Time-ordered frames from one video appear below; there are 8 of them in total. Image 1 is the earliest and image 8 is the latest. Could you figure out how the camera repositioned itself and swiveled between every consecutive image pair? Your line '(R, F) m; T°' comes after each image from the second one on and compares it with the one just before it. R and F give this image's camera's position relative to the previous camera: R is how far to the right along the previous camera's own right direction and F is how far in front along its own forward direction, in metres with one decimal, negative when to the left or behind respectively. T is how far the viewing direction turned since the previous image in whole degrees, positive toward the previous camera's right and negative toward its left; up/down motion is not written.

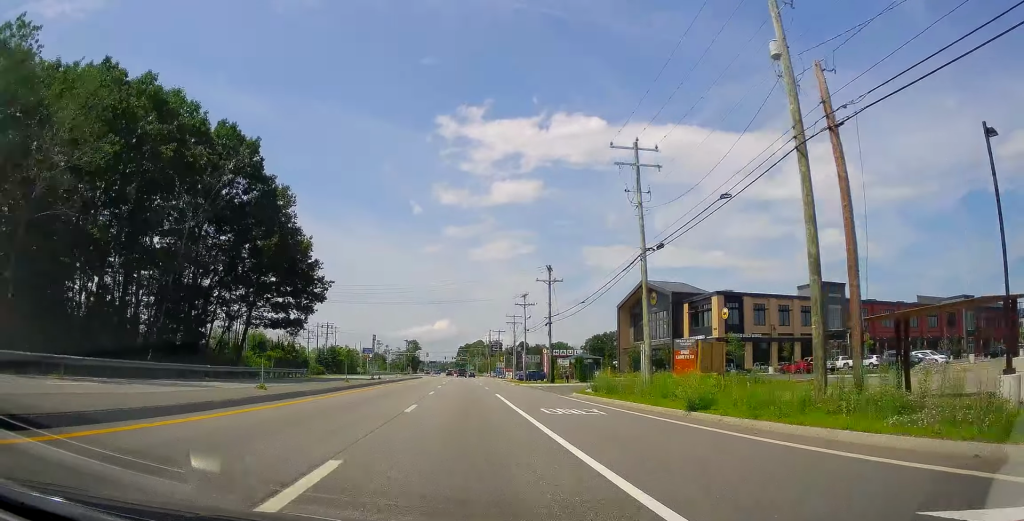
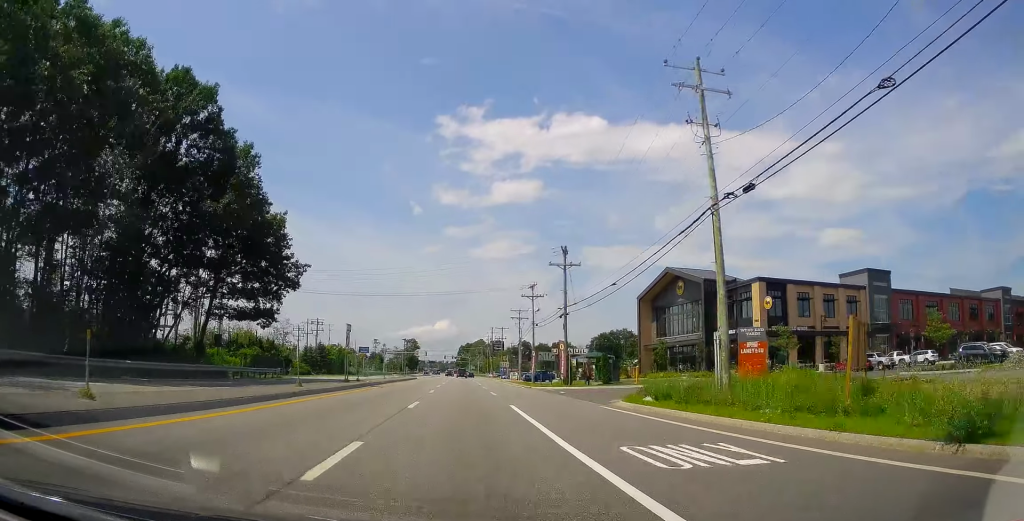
(0.0, +10.9) m; -1°
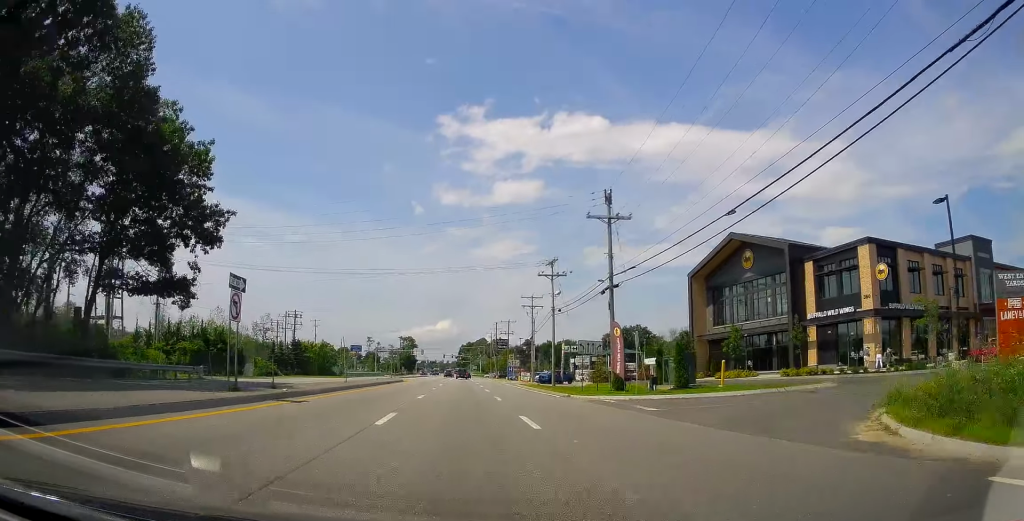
(-0.3, +18.7) m; 0°
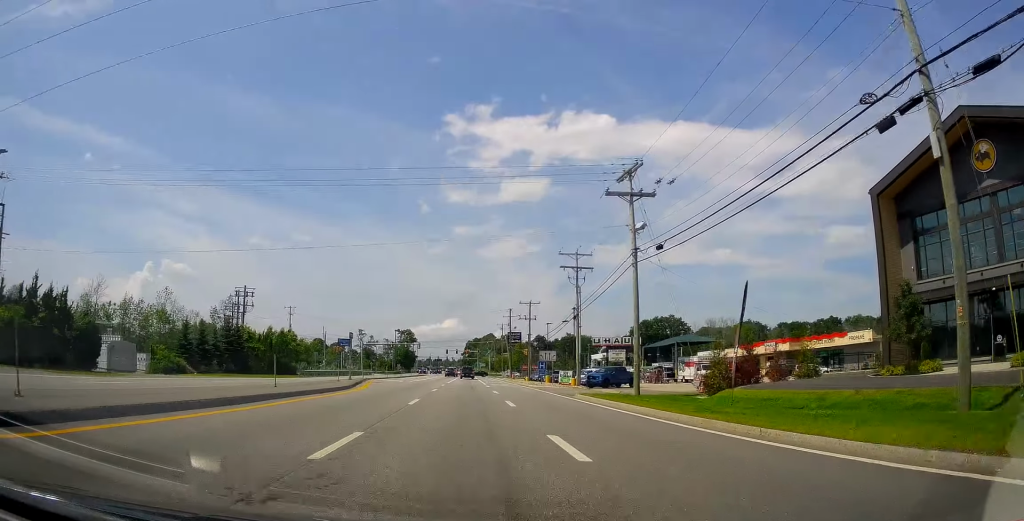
(+1.0, +30.4) m; +2°
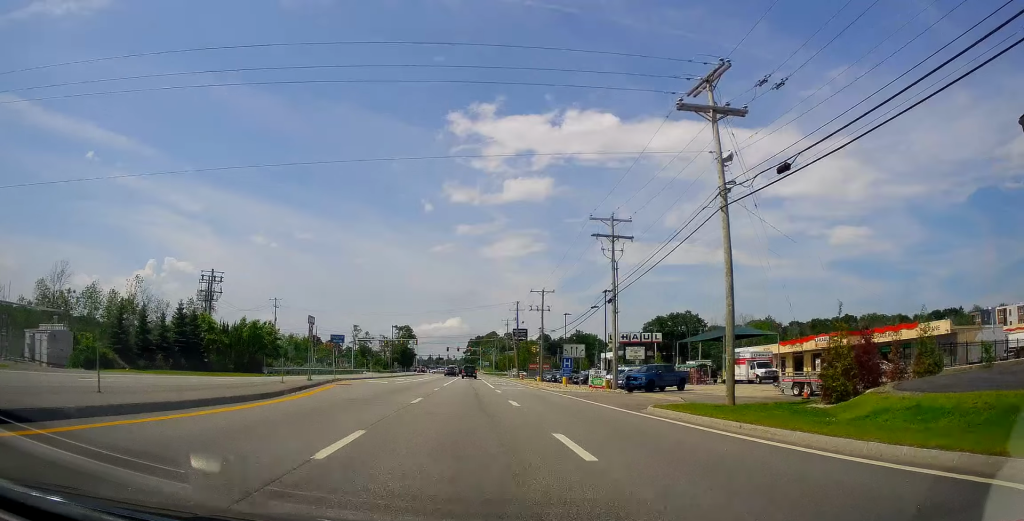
(-0.2, +13.4) m; -1°
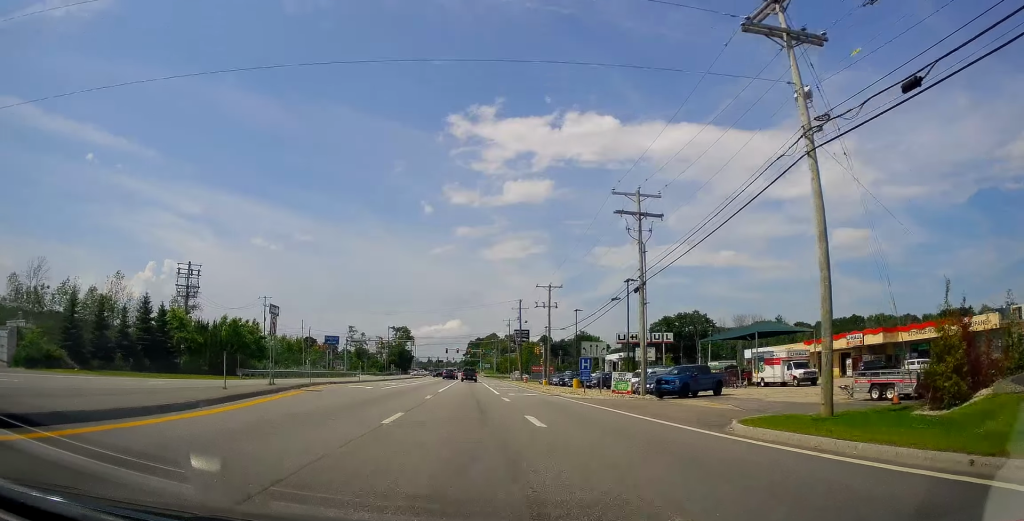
(-0.1, +7.5) m; -1°
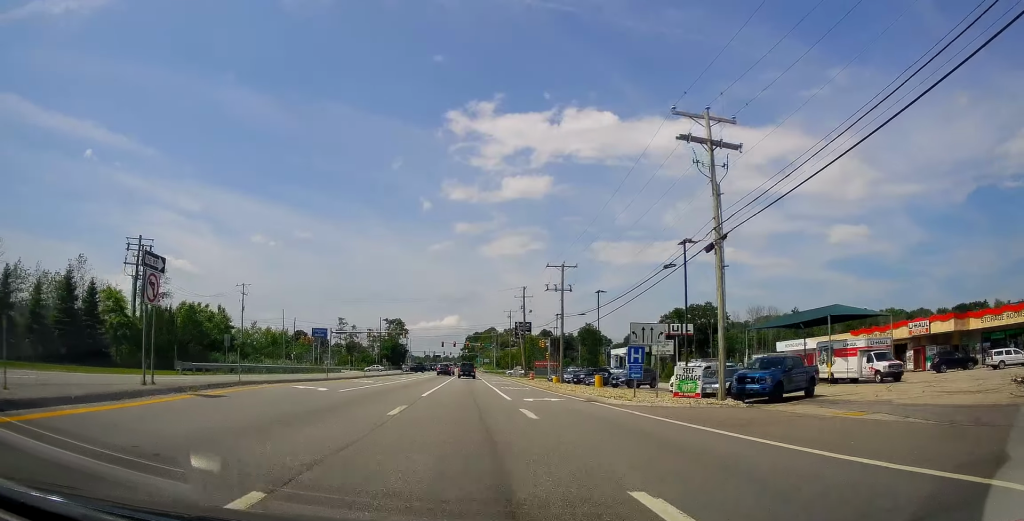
(0.0, +12.2) m; -1°
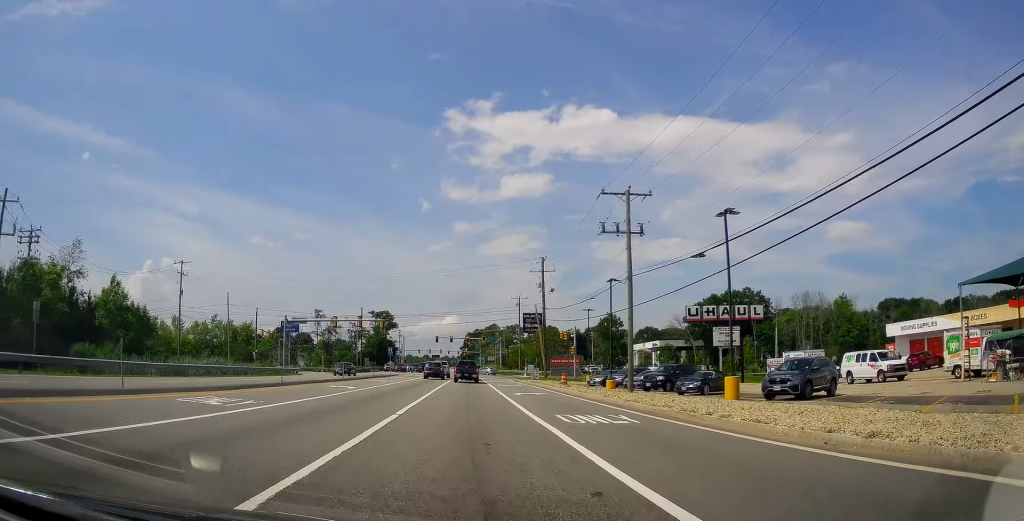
(-0.7, +27.5) m; 0°
